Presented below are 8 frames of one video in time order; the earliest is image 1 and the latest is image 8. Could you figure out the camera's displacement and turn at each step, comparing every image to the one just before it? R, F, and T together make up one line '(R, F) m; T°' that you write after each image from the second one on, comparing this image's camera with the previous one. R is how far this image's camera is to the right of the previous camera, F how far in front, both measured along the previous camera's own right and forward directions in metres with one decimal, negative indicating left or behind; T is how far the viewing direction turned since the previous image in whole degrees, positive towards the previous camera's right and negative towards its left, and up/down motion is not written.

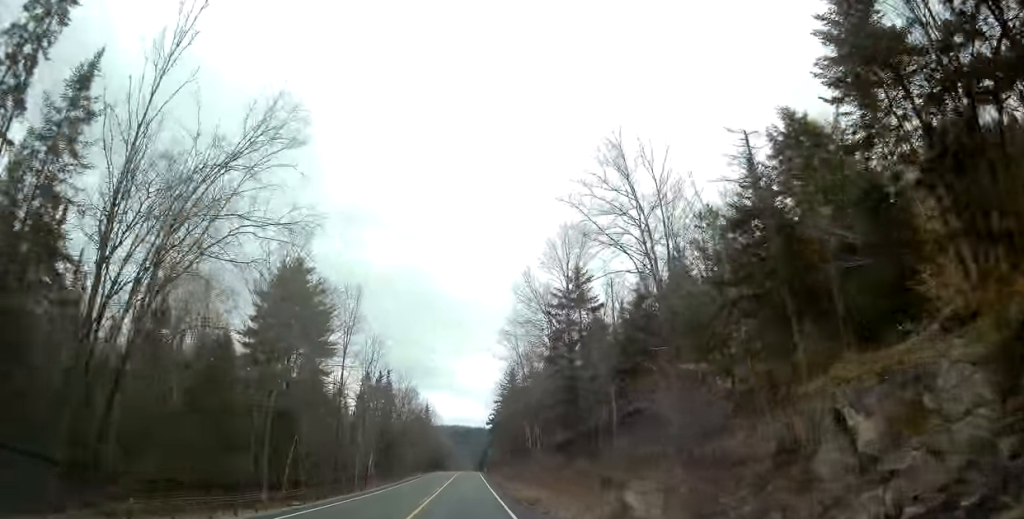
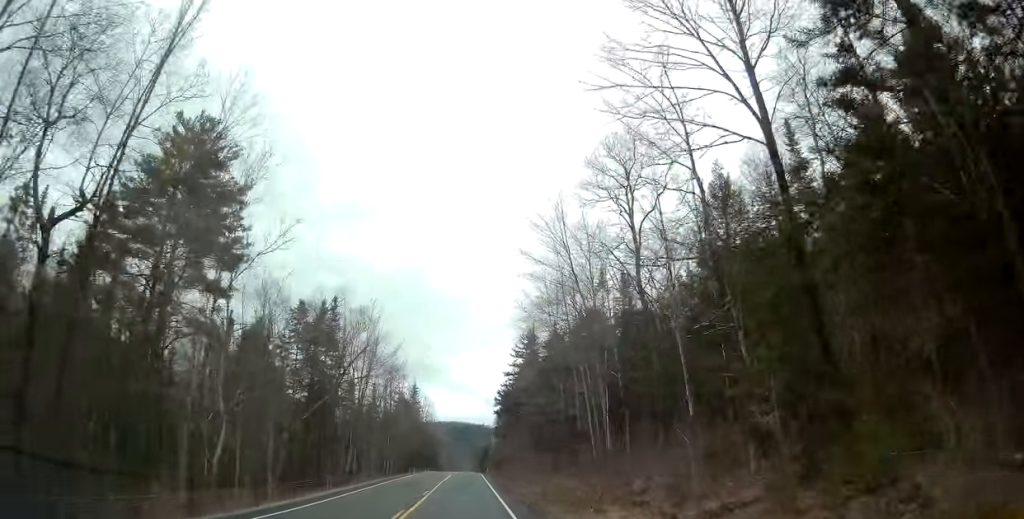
(-0.2, +33.4) m; 0°
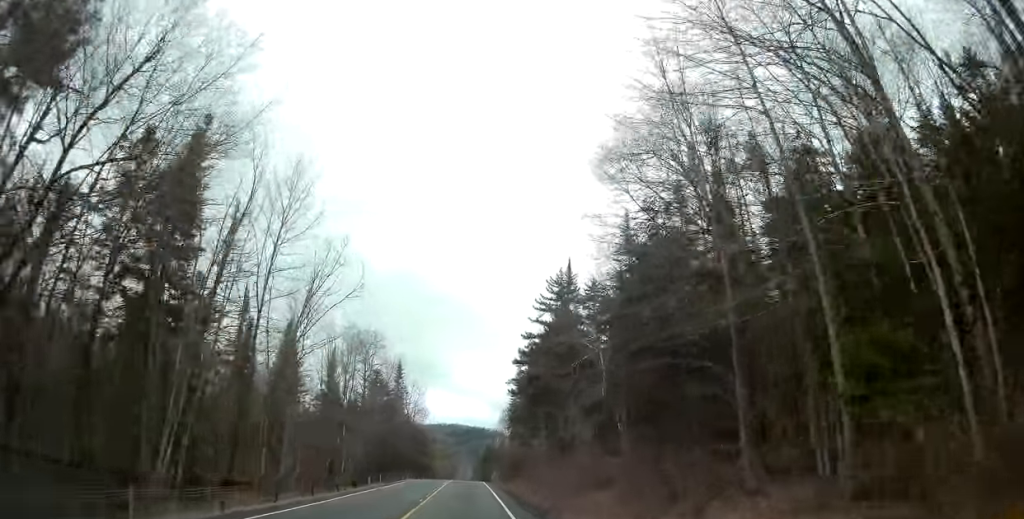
(0.0, +26.6) m; 0°
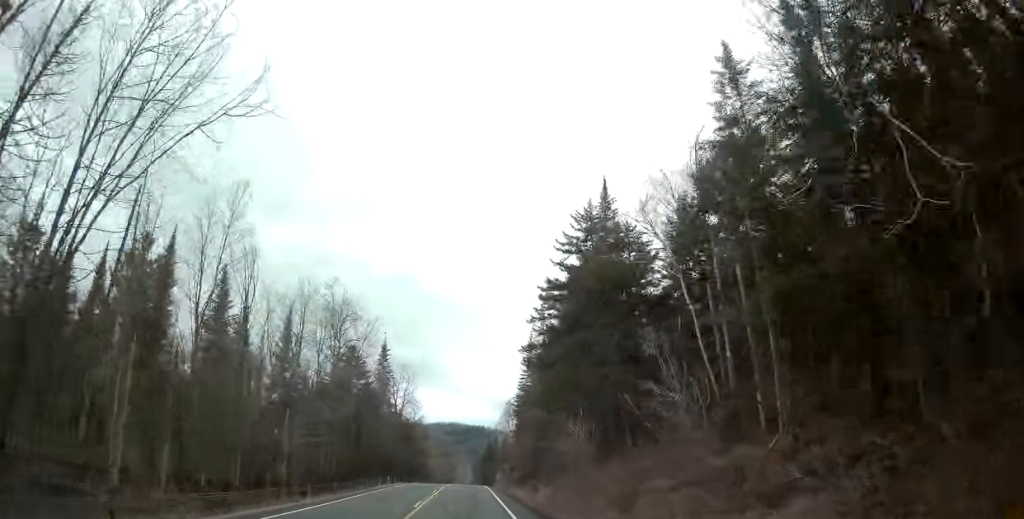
(+0.1, +14.9) m; 0°
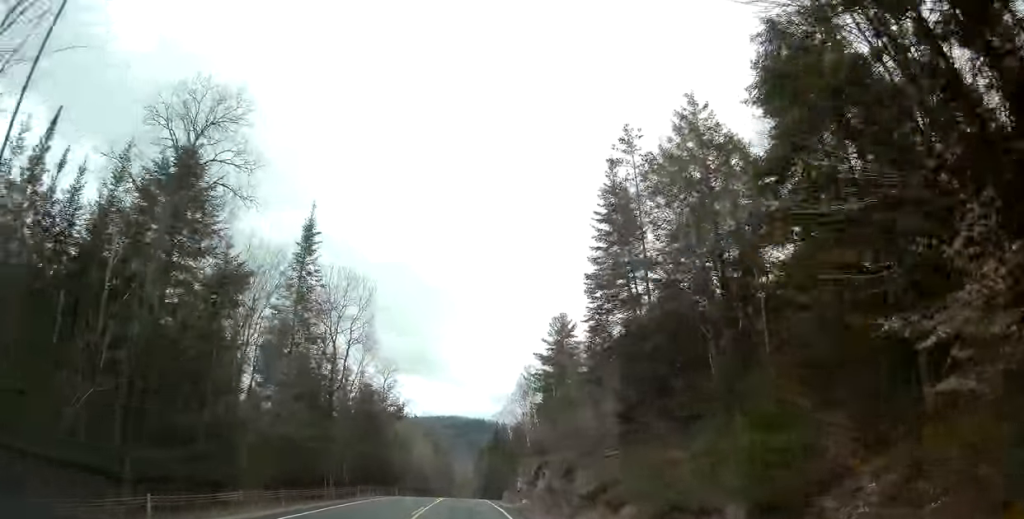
(0.0, +37.1) m; 0°
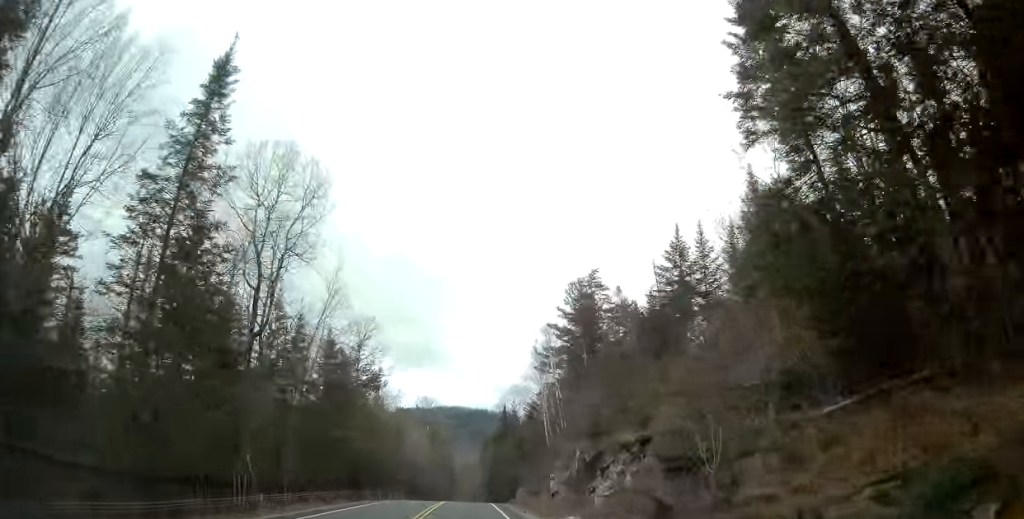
(-0.1, +17.4) m; 0°
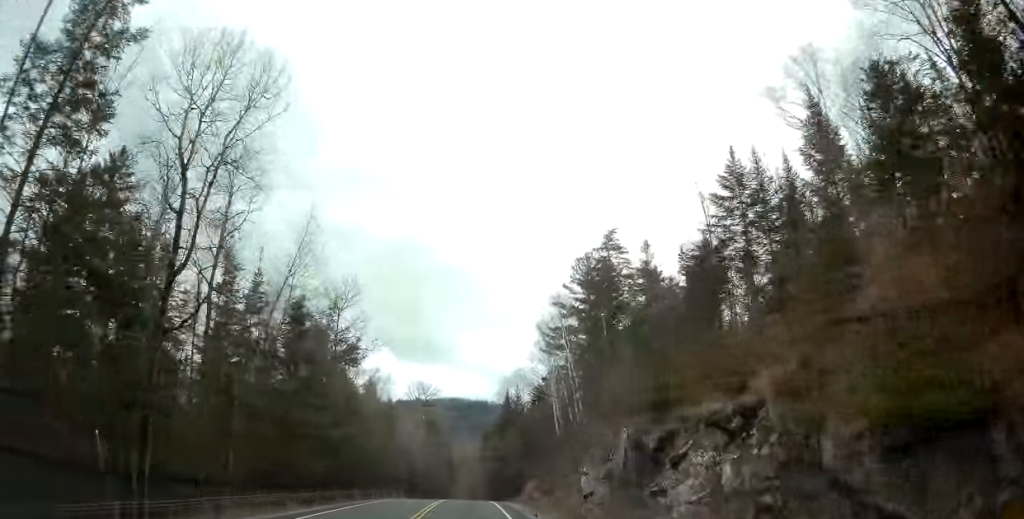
(0.0, +8.4) m; 0°
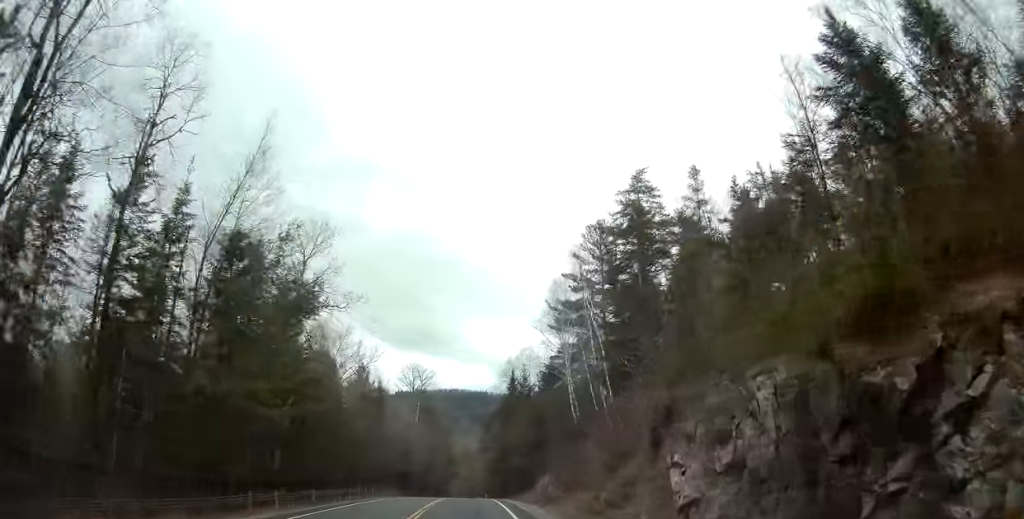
(+0.2, +9.8) m; 0°
